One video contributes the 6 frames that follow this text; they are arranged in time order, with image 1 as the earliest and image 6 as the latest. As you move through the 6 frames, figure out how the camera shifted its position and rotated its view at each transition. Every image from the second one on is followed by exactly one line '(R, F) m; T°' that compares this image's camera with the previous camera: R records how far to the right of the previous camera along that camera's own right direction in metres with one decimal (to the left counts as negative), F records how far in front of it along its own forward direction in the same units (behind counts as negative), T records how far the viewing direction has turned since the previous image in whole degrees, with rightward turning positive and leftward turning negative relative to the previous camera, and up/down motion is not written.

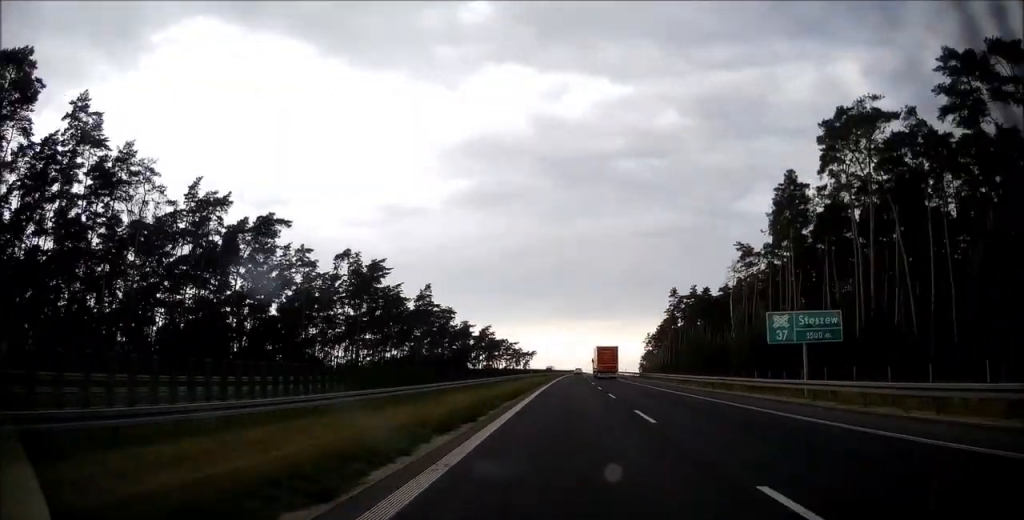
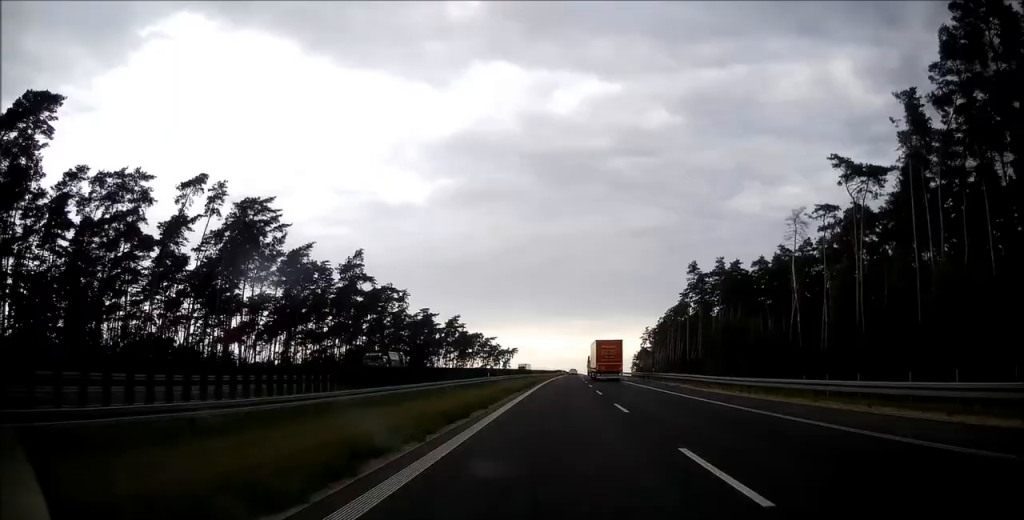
(+0.4, +45.3) m; +1°
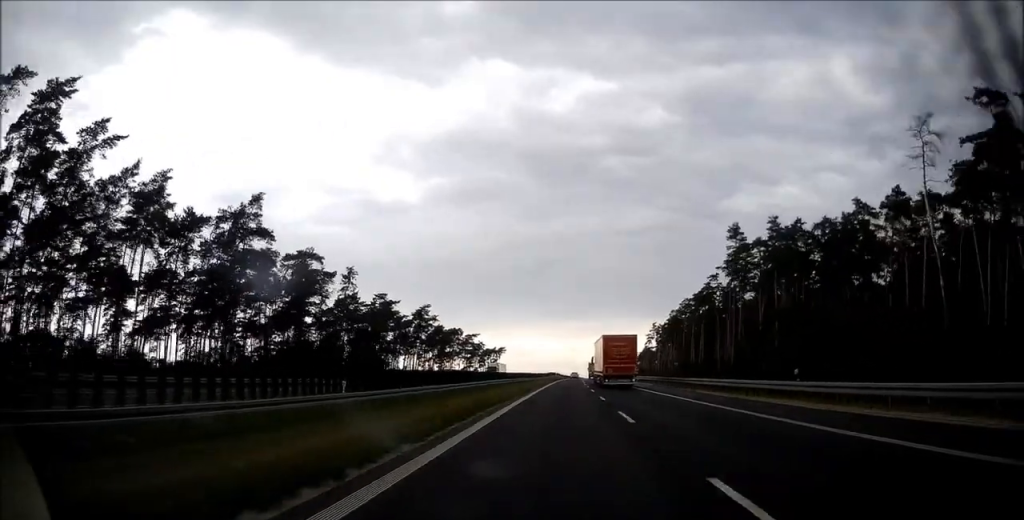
(+0.3, +38.9) m; +1°
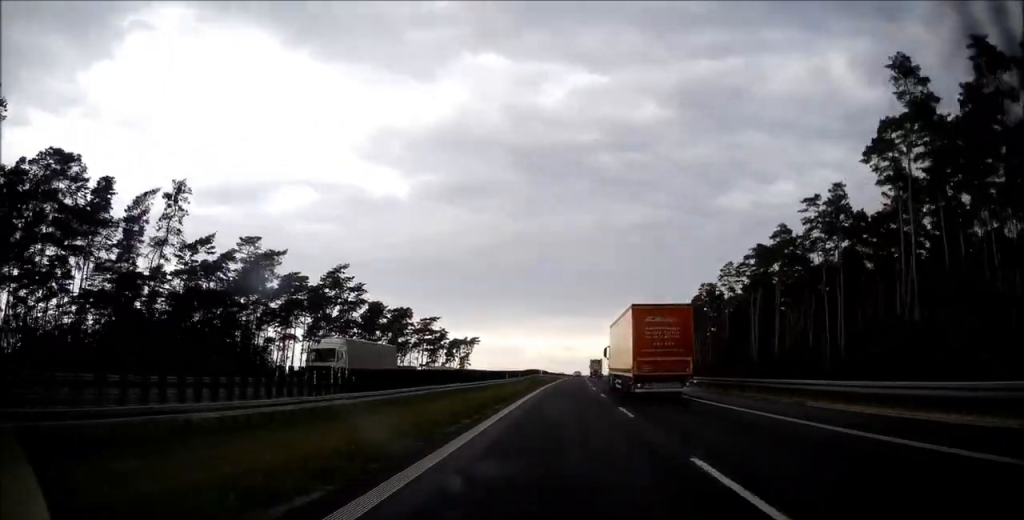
(+0.5, +58.9) m; +1°
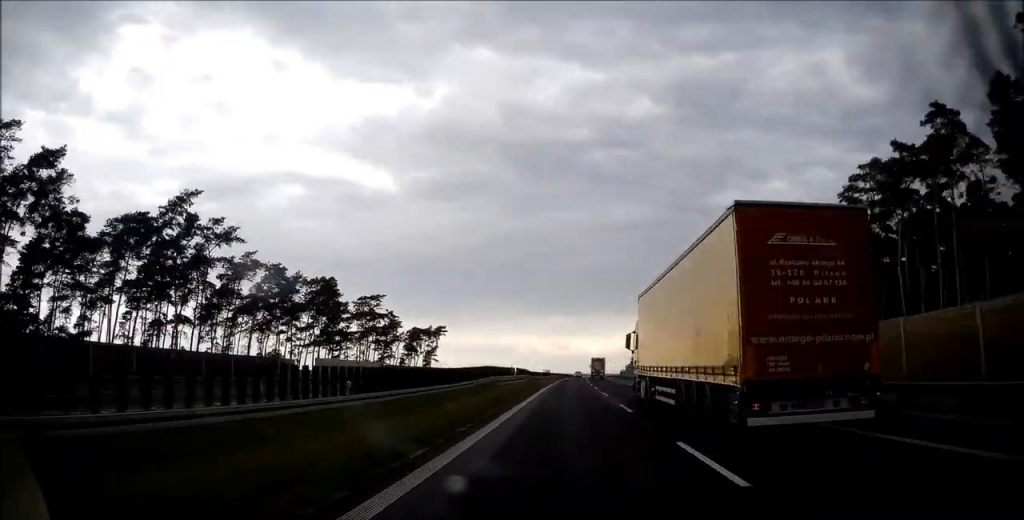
(+0.3, +46.1) m; +1°
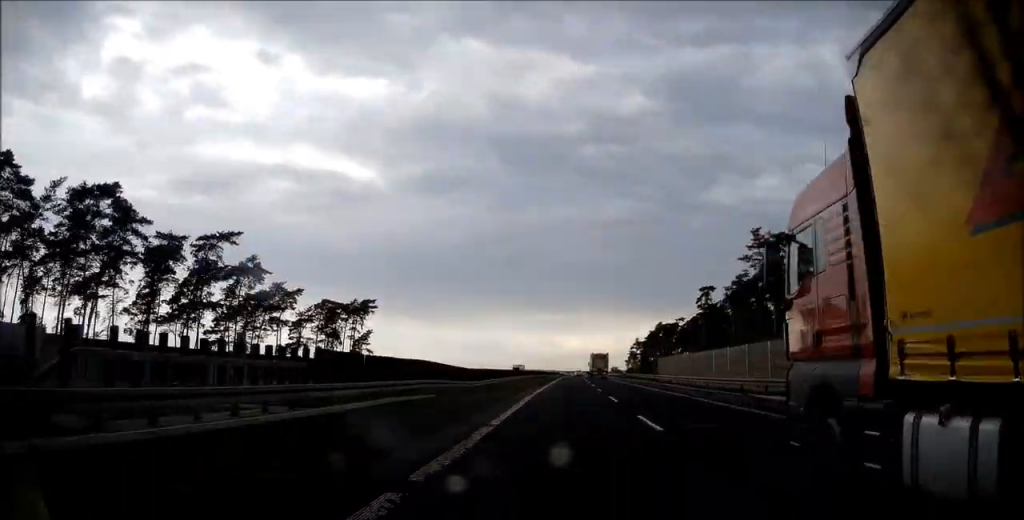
(+0.5, +54.6) m; +1°
